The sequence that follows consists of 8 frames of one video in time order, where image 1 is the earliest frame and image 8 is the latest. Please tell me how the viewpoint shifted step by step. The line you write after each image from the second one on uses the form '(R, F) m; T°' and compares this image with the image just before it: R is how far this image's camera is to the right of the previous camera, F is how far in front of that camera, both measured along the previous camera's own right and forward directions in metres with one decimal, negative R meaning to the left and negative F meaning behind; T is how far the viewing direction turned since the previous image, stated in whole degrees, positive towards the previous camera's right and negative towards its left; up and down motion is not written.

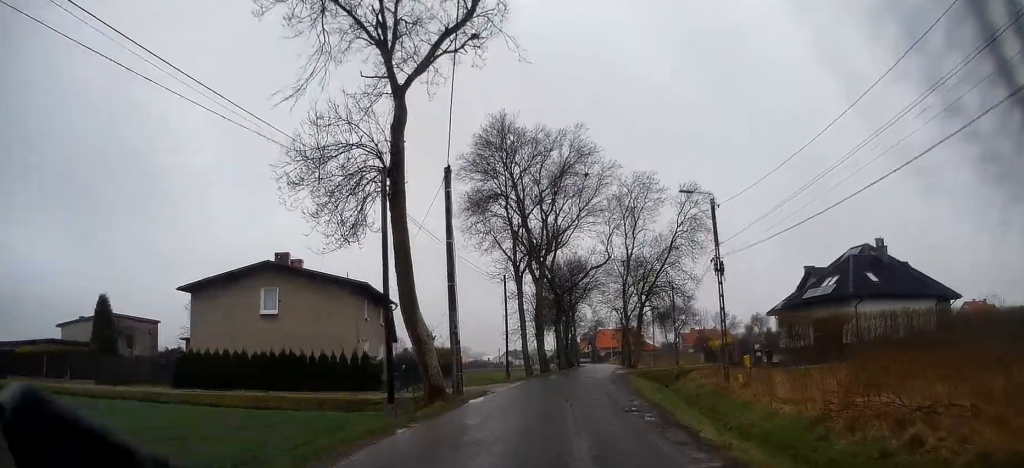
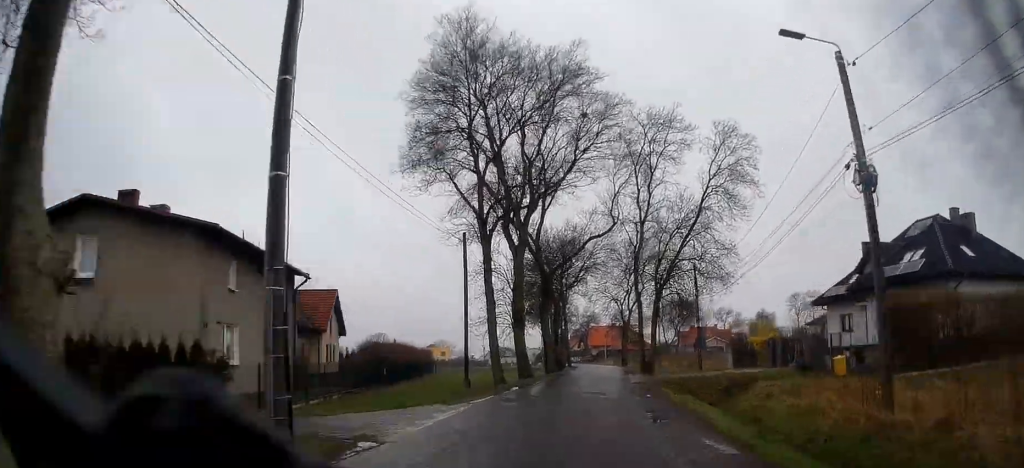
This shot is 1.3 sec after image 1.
(-0.1, +13.5) m; -1°
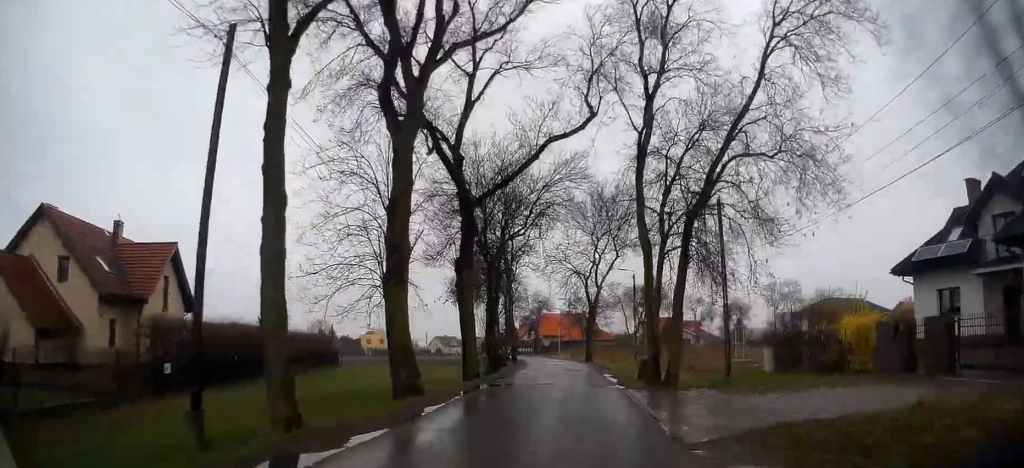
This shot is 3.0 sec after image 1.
(+0.3, +18.3) m; +3°
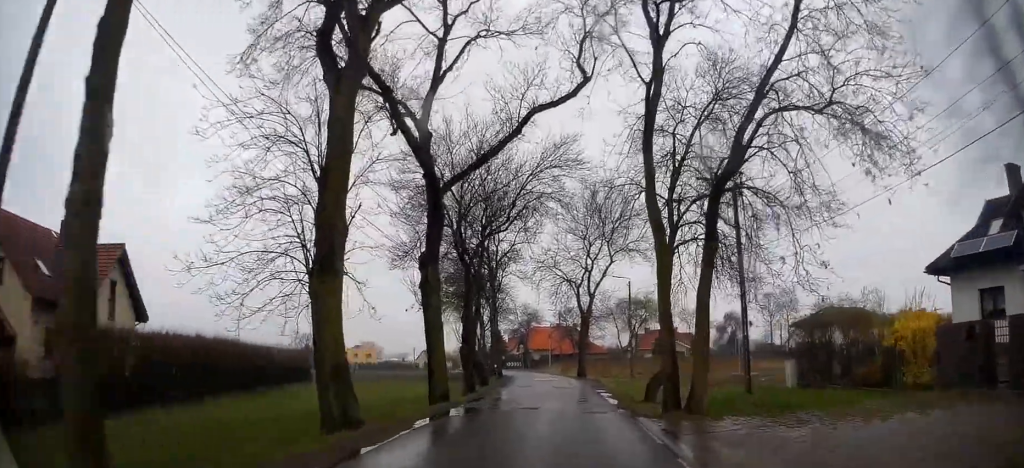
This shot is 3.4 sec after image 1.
(0.0, +4.4) m; +1°
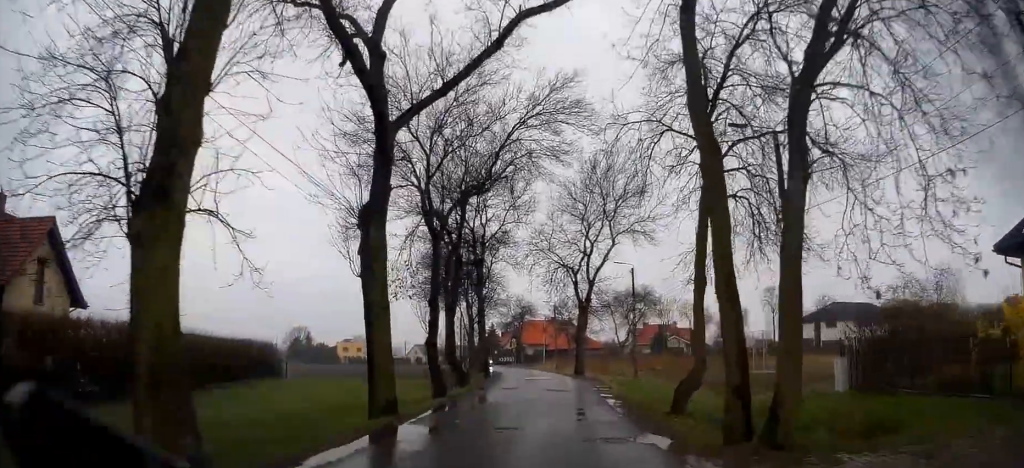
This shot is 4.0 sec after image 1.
(+0.2, +5.5) m; +1°
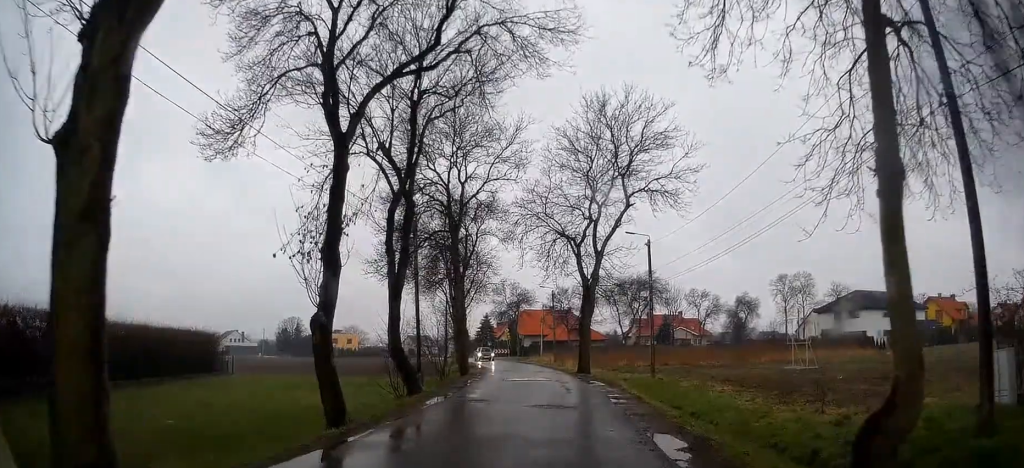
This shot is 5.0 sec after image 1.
(0.0, +8.7) m; 0°
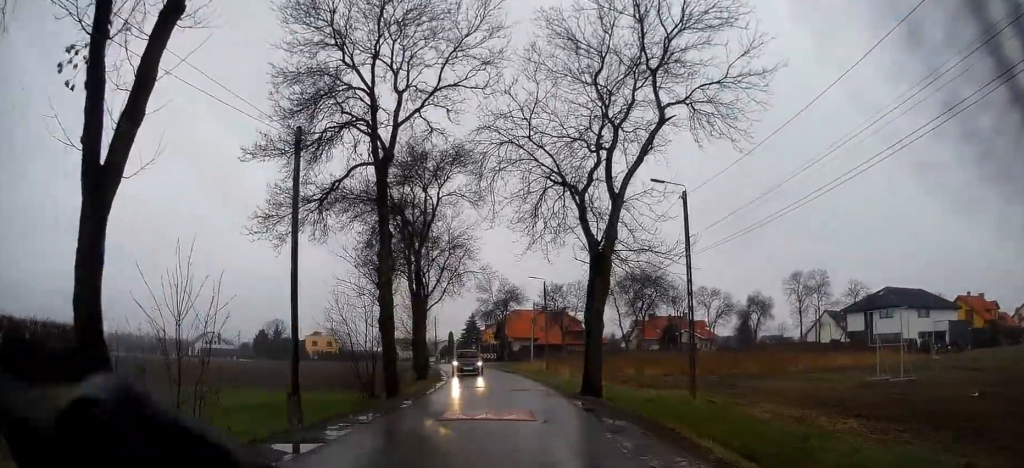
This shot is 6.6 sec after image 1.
(-0.1, +12.2) m; -3°
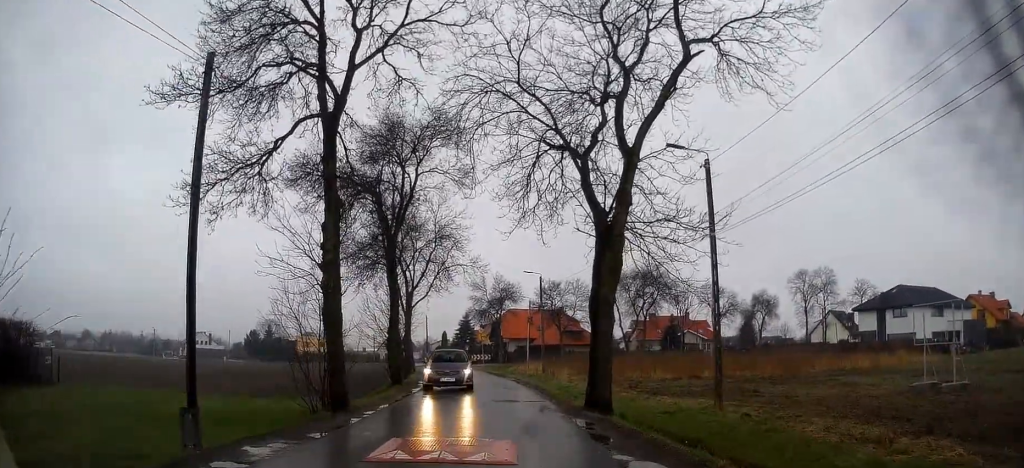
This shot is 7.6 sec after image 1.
(-0.2, +5.1) m; -1°
